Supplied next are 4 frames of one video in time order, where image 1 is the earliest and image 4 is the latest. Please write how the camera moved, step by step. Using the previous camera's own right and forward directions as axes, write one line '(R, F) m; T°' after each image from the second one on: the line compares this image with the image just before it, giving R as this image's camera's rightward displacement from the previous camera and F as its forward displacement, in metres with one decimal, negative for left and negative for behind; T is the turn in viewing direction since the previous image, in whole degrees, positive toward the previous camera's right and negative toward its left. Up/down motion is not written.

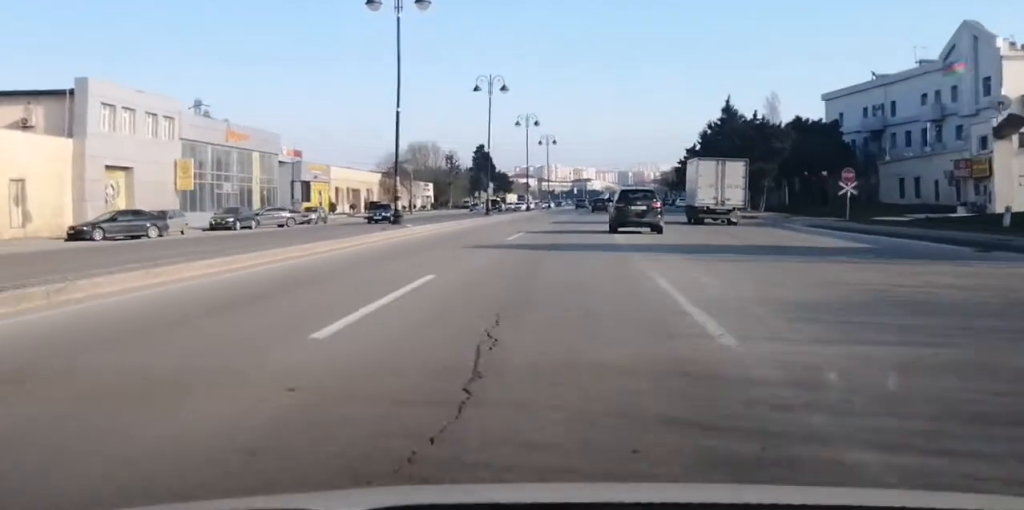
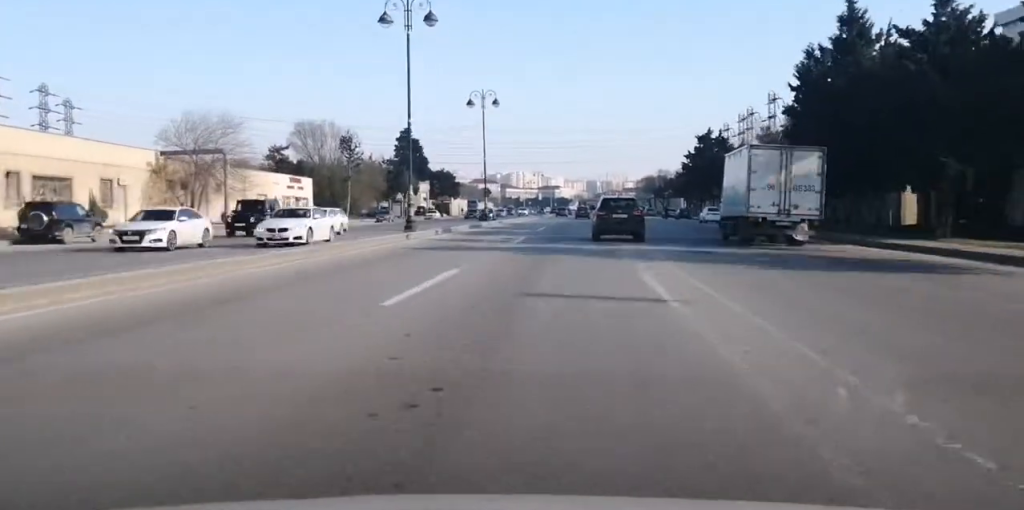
(+1.3, +58.3) m; +2°
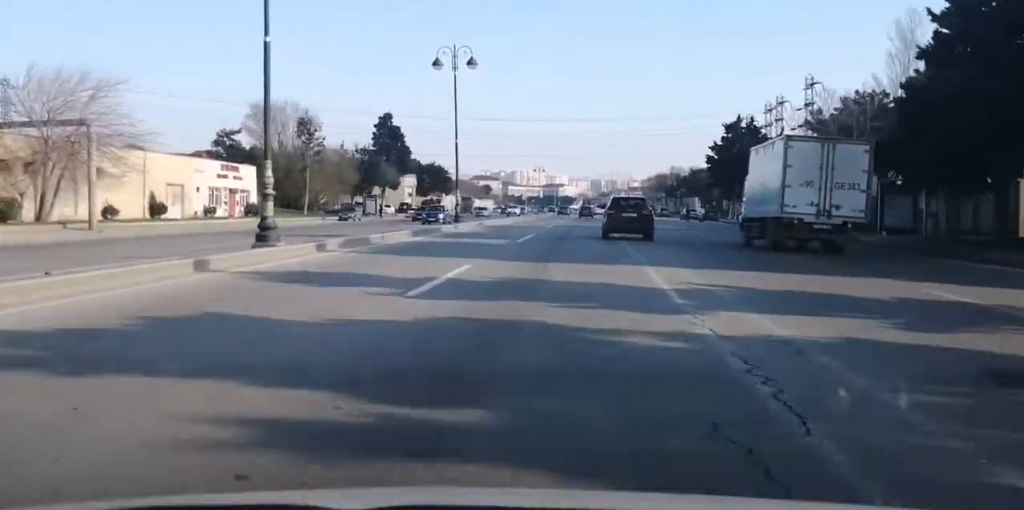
(+0.4, +19.5) m; +1°
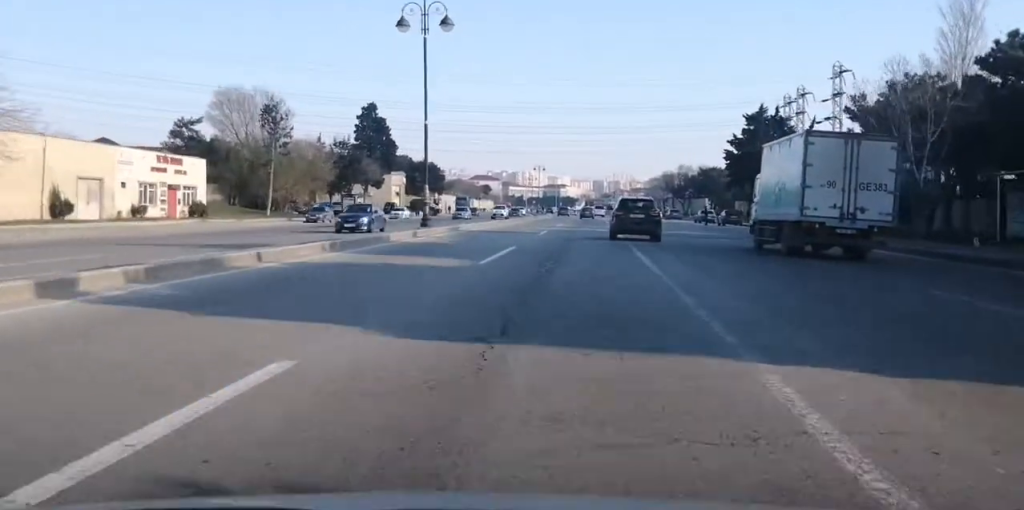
(+0.1, +11.7) m; 0°
